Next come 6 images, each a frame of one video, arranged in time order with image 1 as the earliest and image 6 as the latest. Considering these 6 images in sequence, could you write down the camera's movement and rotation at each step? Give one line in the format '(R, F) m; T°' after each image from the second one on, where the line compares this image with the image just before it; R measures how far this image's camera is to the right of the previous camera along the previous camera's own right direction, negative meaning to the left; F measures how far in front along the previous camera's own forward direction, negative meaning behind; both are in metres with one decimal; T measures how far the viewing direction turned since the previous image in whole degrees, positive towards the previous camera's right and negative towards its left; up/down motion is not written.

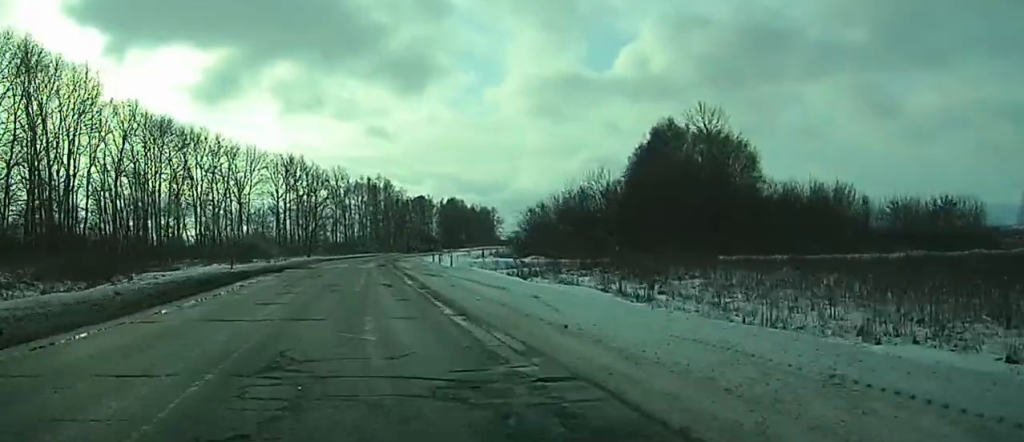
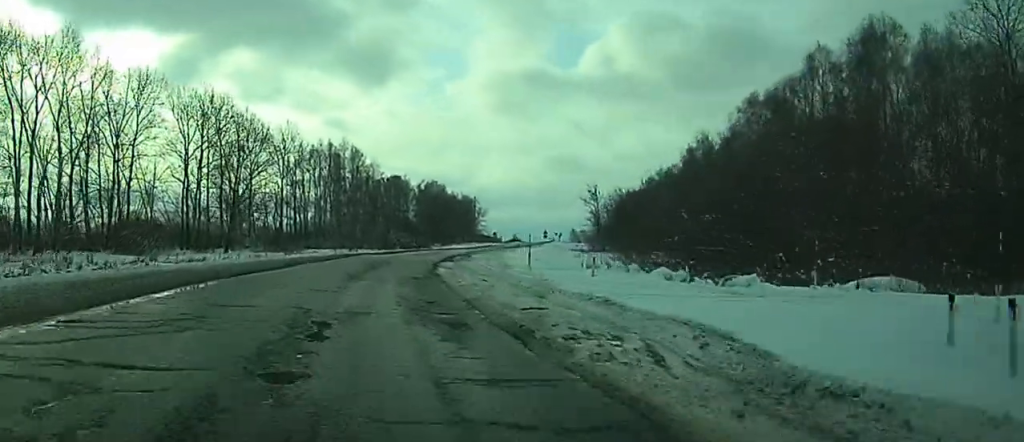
(-0.2, +71.4) m; +1°
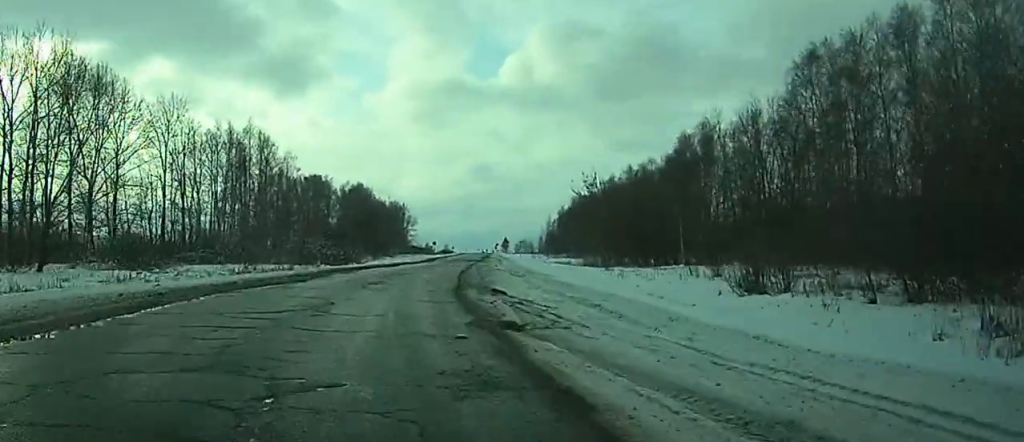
(+1.6, +41.1) m; +5°
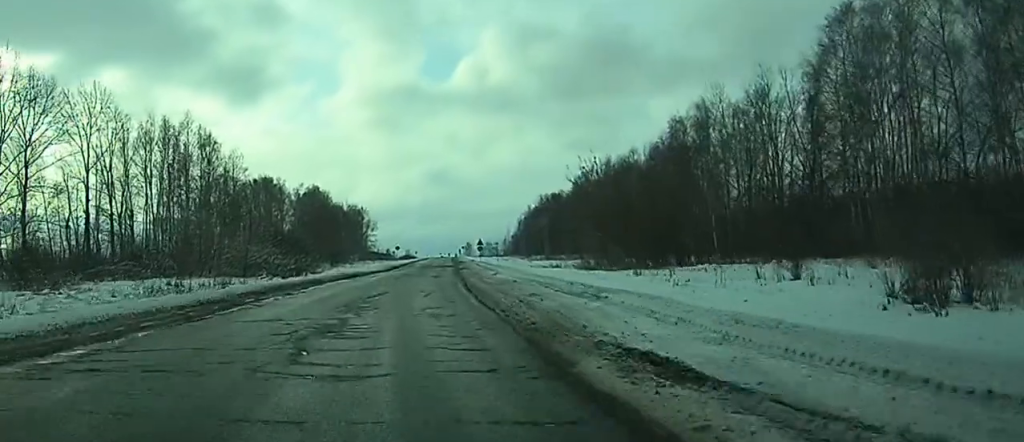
(+0.4, +17.5) m; +2°
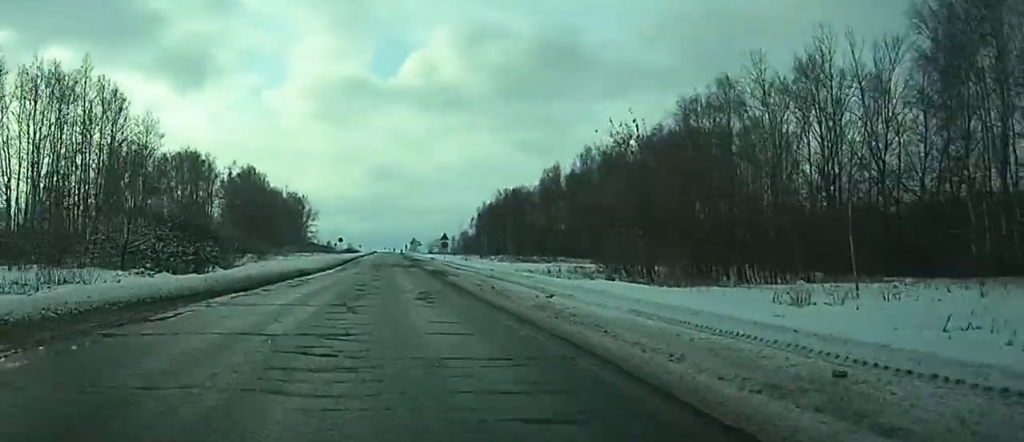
(+0.7, +26.9) m; +4°
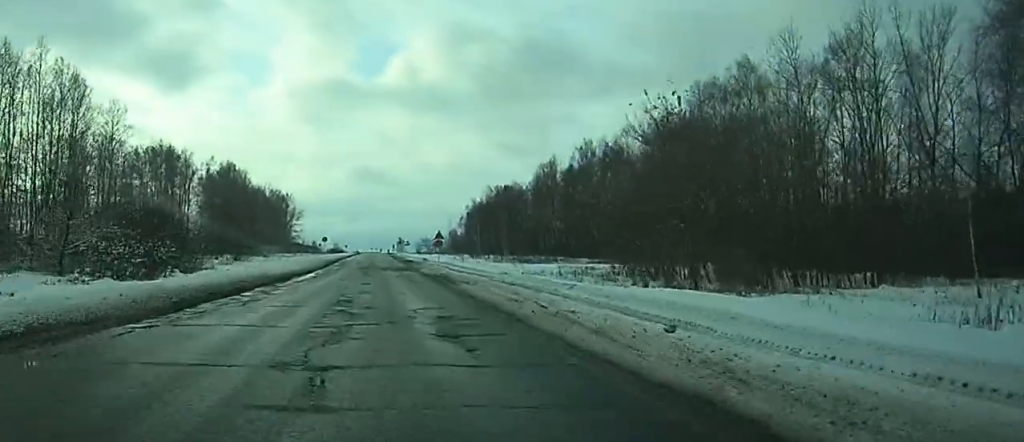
(+0.1, +10.3) m; +1°
